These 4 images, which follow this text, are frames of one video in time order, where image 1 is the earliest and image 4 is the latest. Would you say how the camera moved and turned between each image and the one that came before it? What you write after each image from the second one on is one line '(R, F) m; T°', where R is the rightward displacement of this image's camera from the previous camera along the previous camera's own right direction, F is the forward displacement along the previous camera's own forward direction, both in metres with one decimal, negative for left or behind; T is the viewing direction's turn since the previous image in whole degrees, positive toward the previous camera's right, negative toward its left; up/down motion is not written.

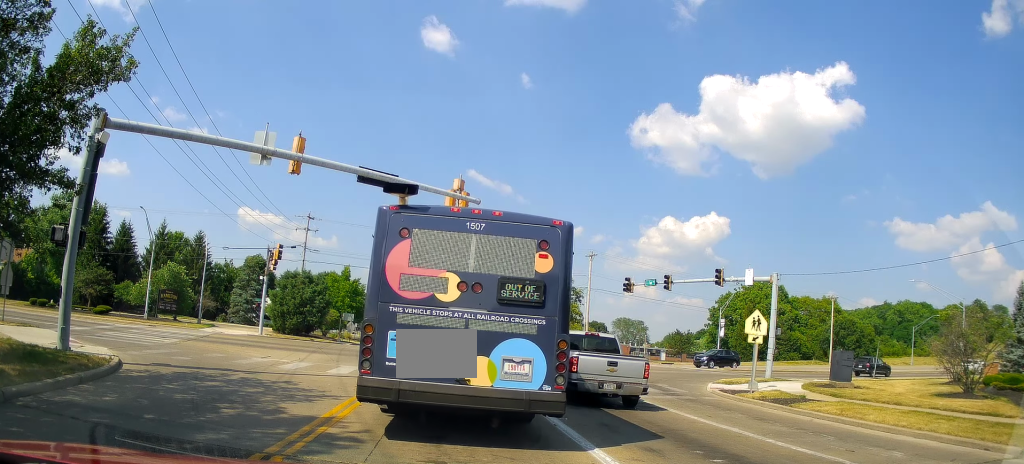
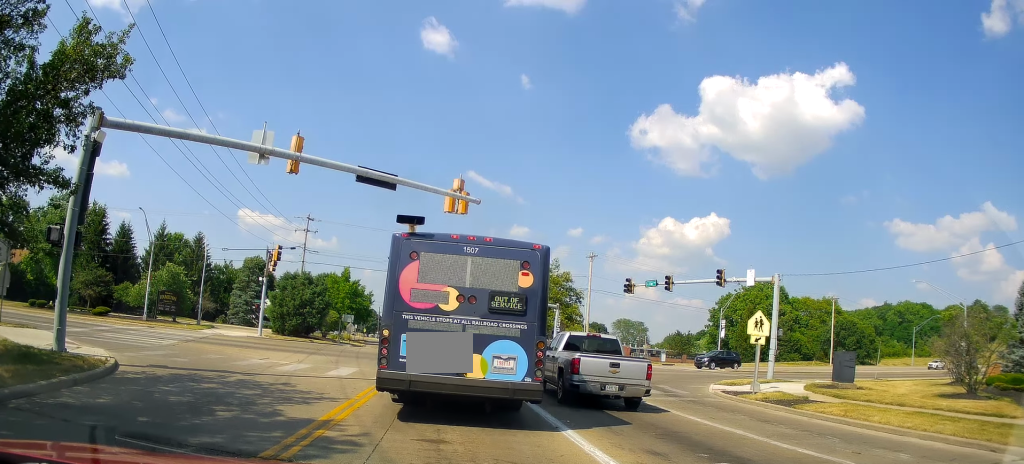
(0.0, 0.0) m; 0°
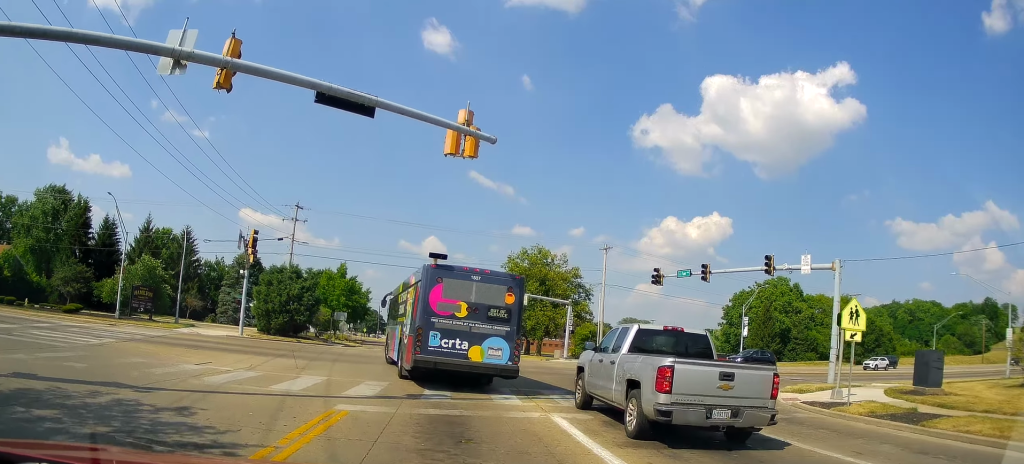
(+0.3, +3.0) m; -1°
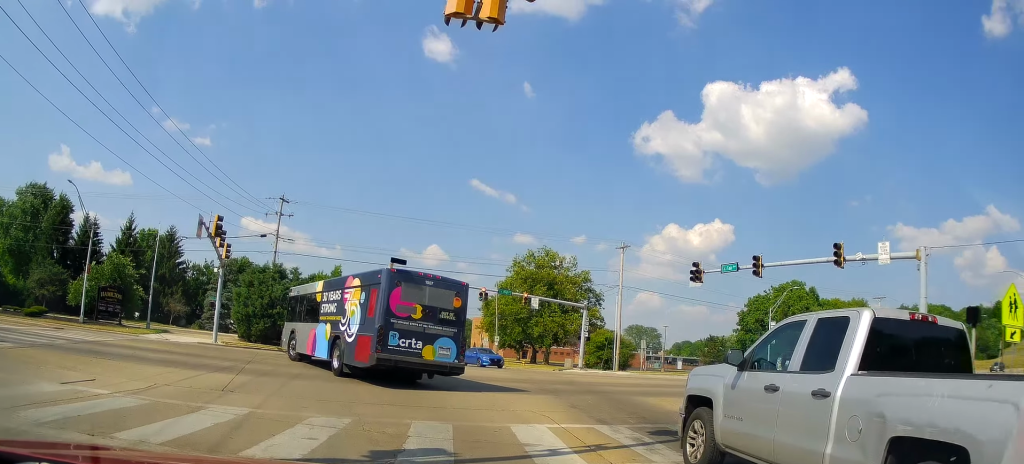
(-0.5, +5.2) m; -8°
